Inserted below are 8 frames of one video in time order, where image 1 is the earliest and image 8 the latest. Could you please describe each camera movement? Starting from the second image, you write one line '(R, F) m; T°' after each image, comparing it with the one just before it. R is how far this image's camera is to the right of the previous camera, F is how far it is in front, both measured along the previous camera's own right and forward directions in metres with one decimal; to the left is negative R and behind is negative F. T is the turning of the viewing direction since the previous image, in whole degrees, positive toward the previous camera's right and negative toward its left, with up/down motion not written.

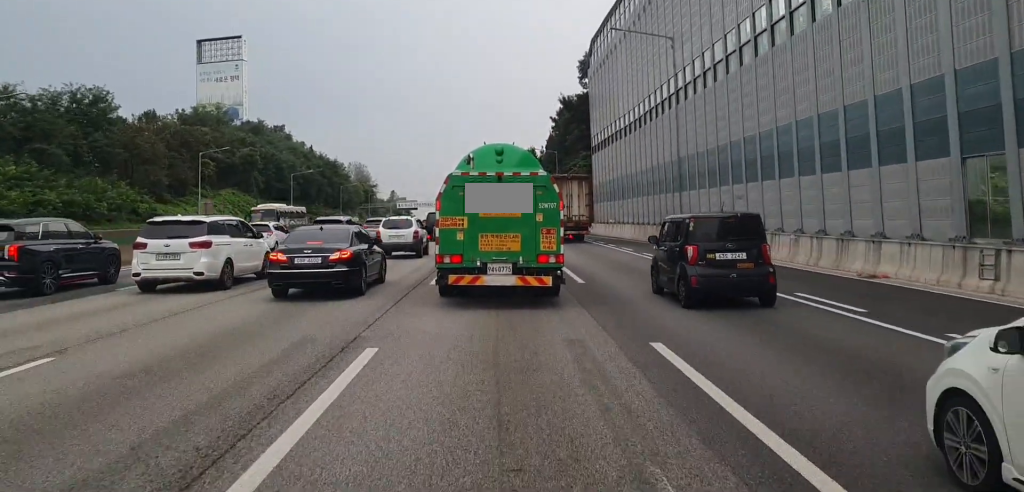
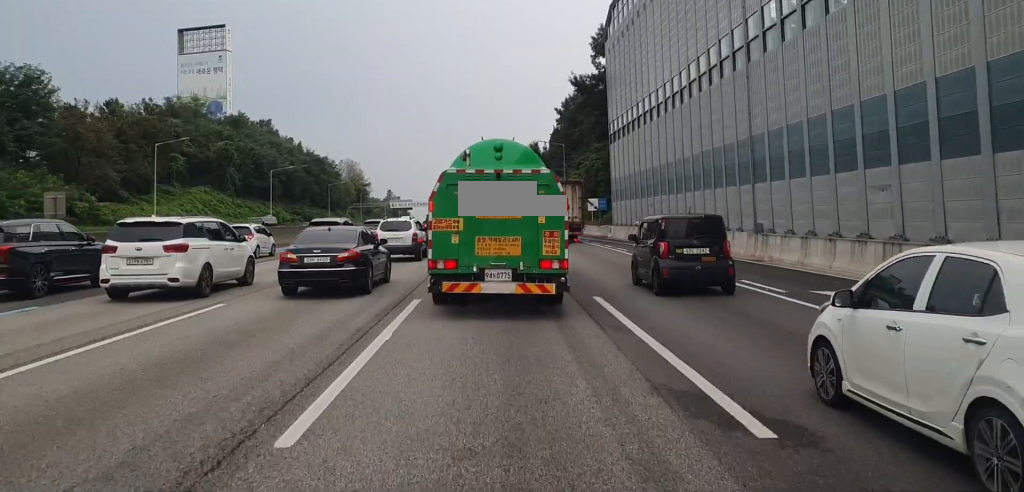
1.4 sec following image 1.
(-0.1, +13.0) m; -1°
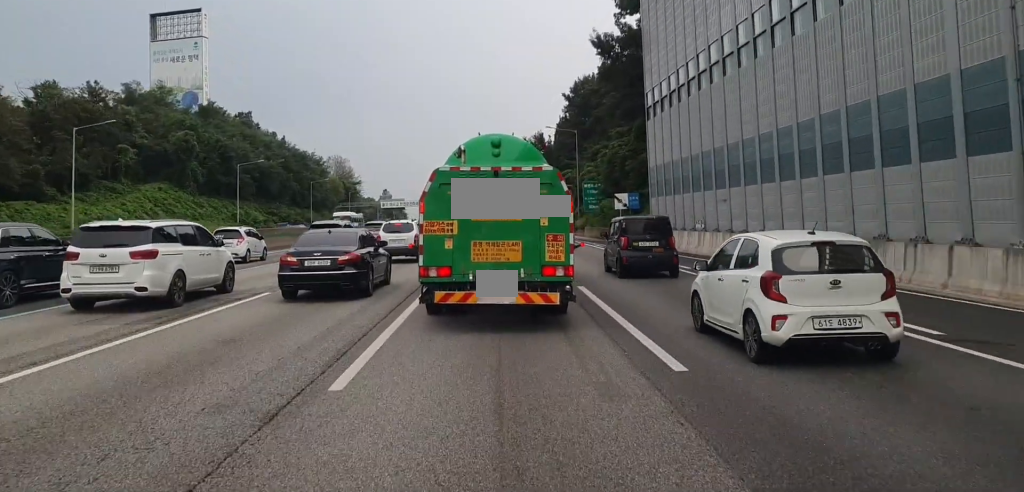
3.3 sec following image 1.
(0.0, +17.2) m; 0°
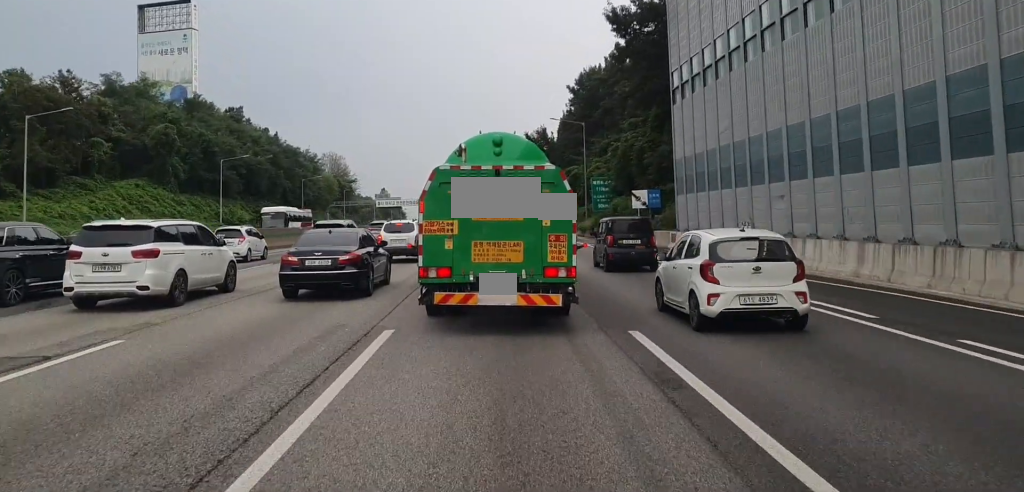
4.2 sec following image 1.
(0.0, +7.4) m; 0°
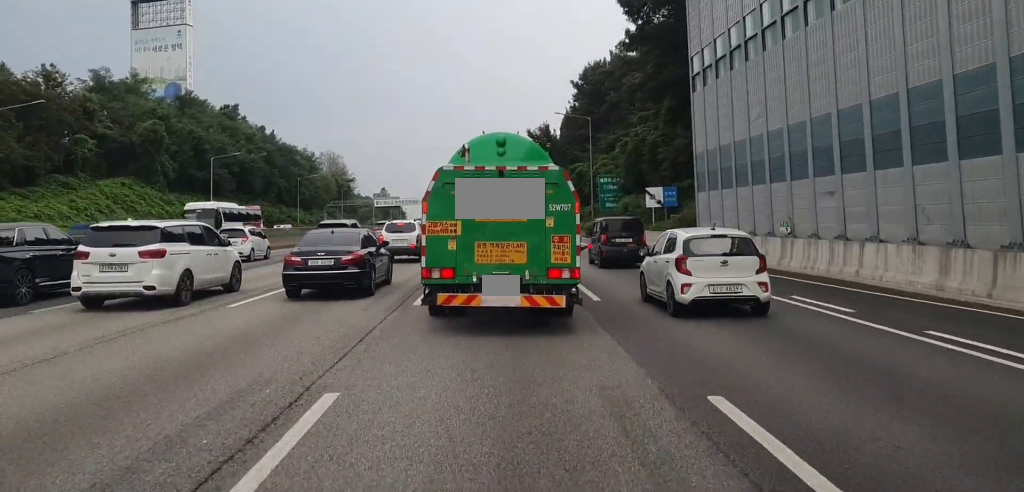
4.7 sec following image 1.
(0.0, +4.3) m; 0°
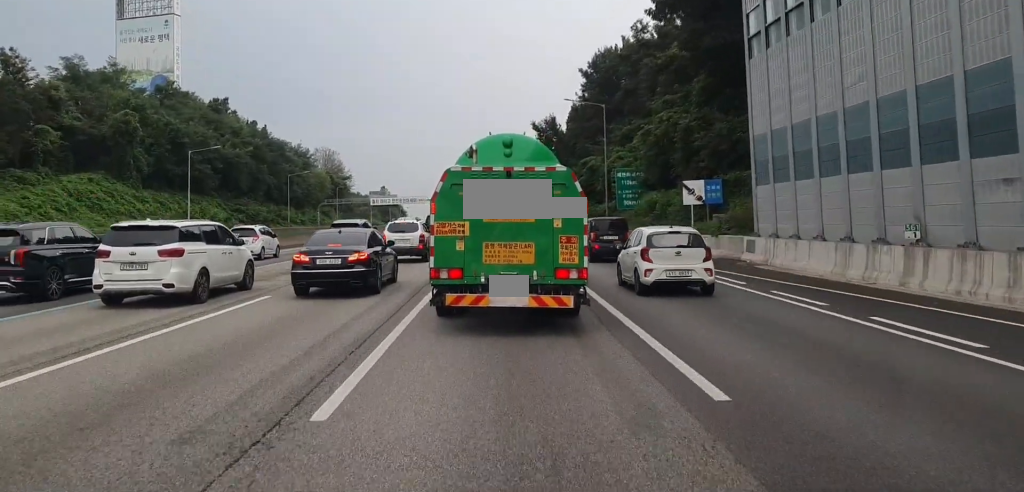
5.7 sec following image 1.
(0.0, +8.7) m; -1°
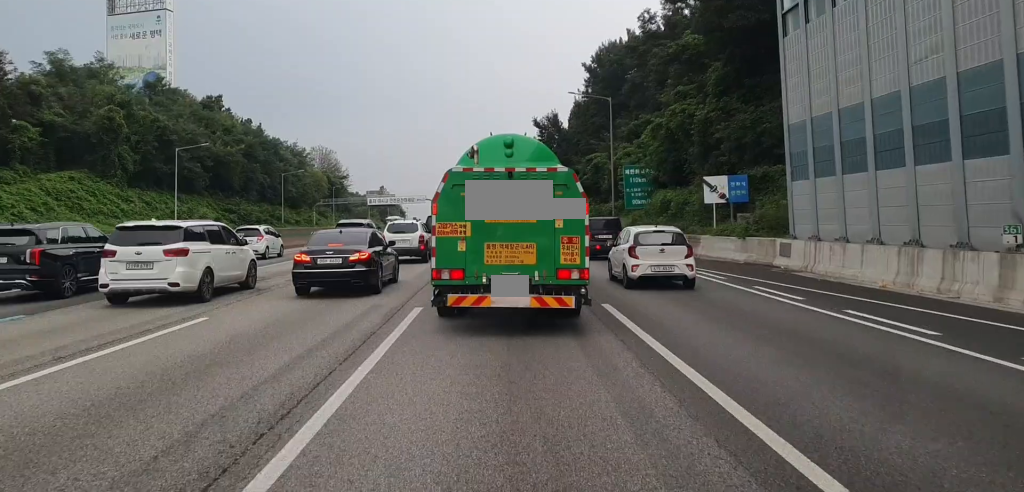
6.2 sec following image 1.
(-0.1, +3.9) m; 0°
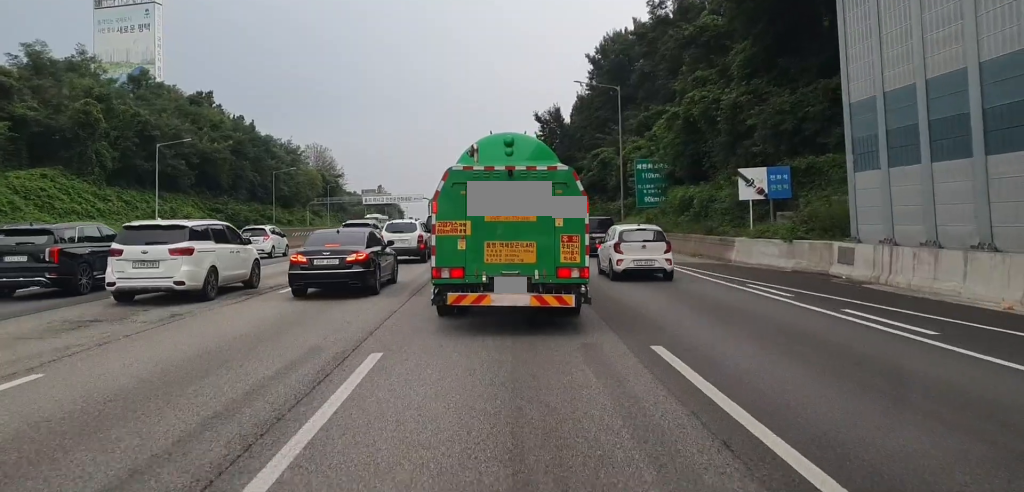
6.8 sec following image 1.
(0.0, +5.0) m; 0°
